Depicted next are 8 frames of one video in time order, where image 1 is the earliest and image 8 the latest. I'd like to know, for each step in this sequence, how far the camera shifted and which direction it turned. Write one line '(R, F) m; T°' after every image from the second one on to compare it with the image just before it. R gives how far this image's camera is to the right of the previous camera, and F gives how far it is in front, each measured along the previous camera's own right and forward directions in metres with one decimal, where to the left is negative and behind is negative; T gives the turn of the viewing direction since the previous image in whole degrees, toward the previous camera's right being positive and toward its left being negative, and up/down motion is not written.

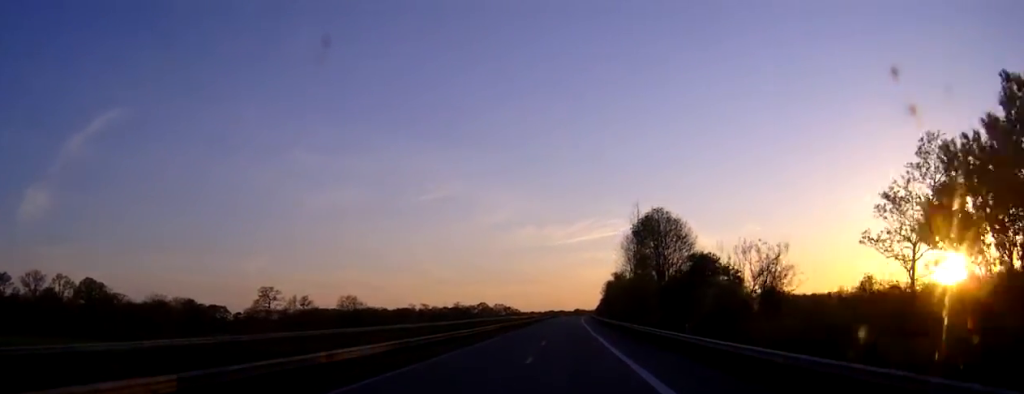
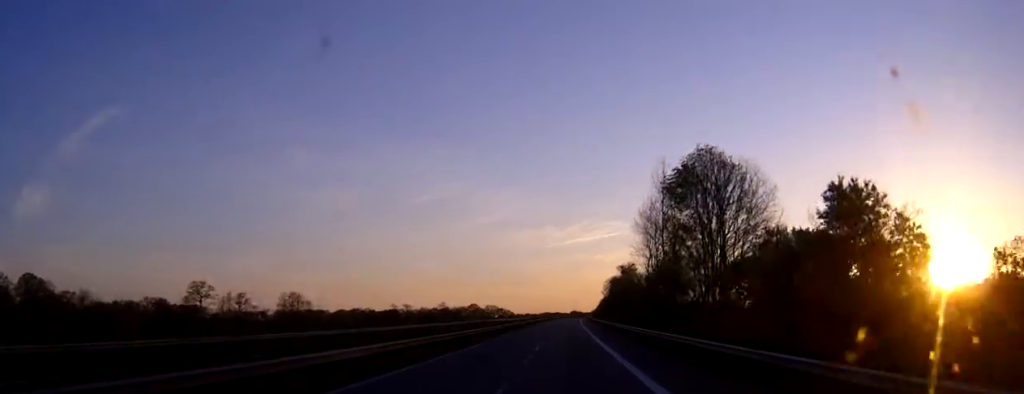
(+0.1, +31.5) m; 0°
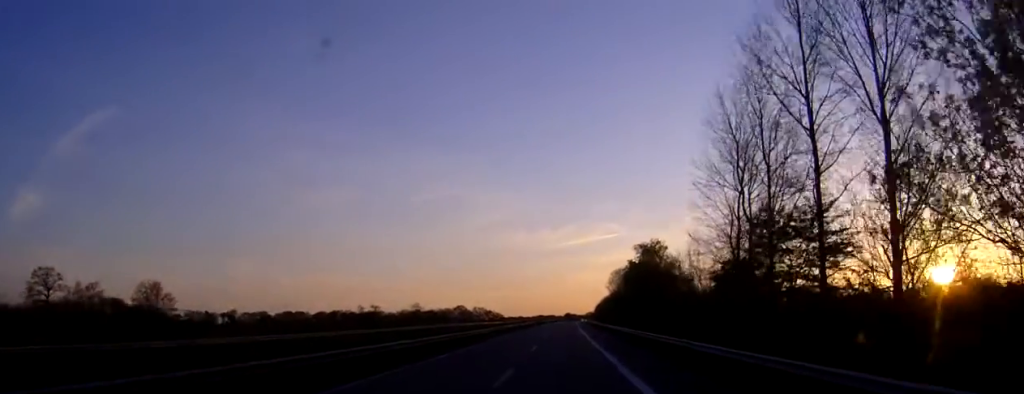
(+0.2, +45.6) m; 0°
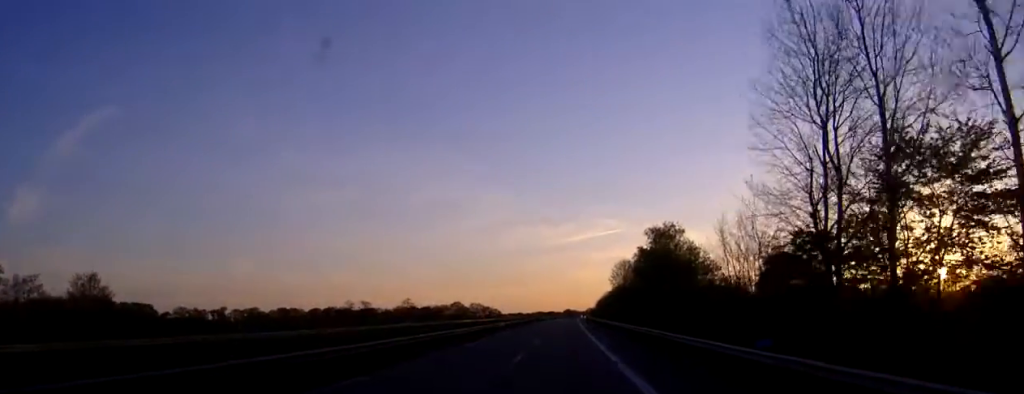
(0.0, +13.3) m; 0°
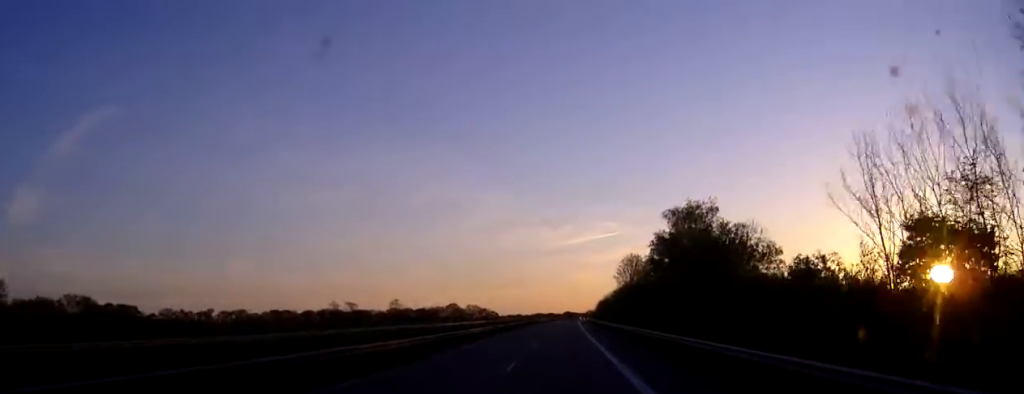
(0.0, +17.1) m; 0°
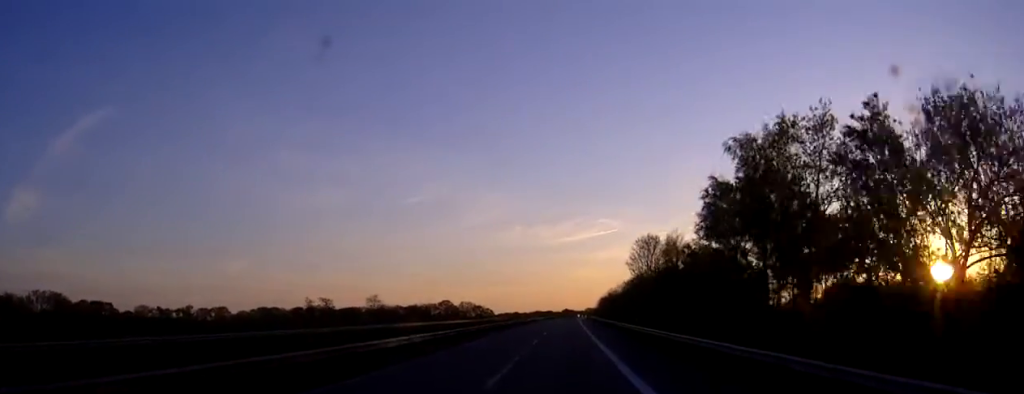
(0.0, +26.5) m; 0°
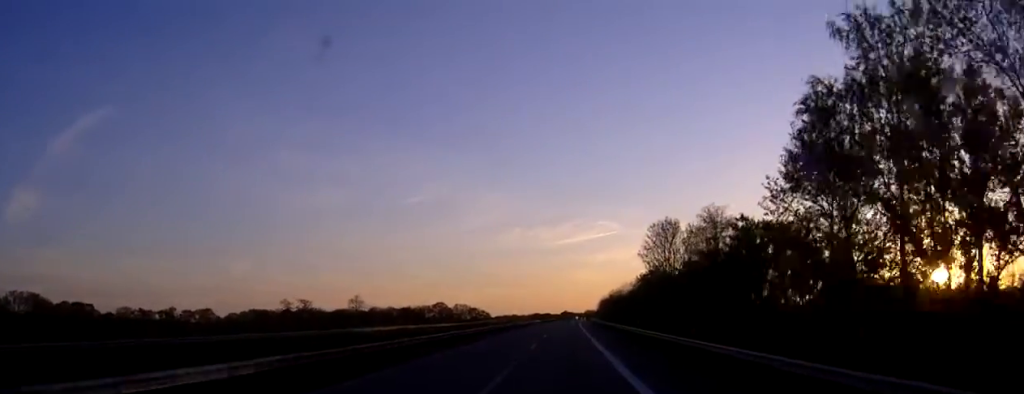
(0.0, +18.0) m; 0°
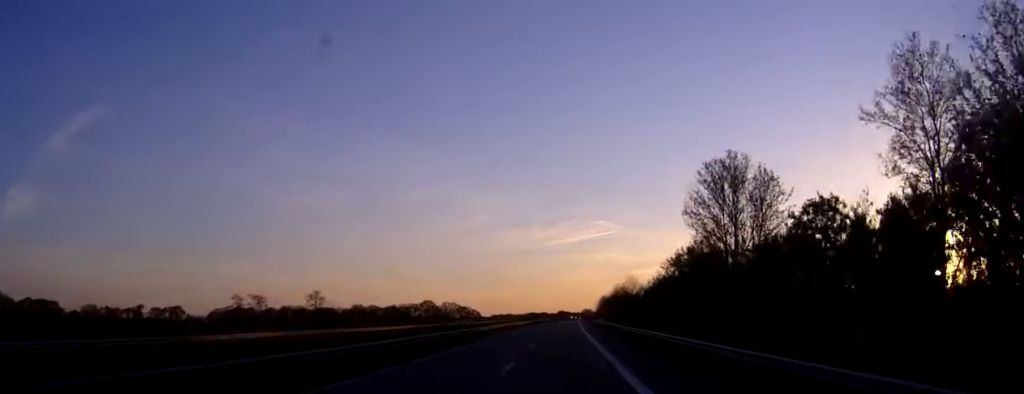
(+0.1, +31.1) m; 0°
